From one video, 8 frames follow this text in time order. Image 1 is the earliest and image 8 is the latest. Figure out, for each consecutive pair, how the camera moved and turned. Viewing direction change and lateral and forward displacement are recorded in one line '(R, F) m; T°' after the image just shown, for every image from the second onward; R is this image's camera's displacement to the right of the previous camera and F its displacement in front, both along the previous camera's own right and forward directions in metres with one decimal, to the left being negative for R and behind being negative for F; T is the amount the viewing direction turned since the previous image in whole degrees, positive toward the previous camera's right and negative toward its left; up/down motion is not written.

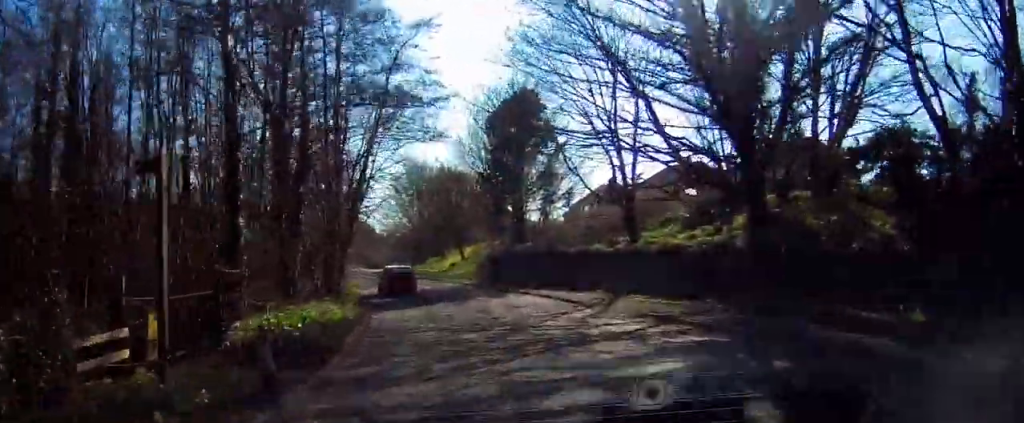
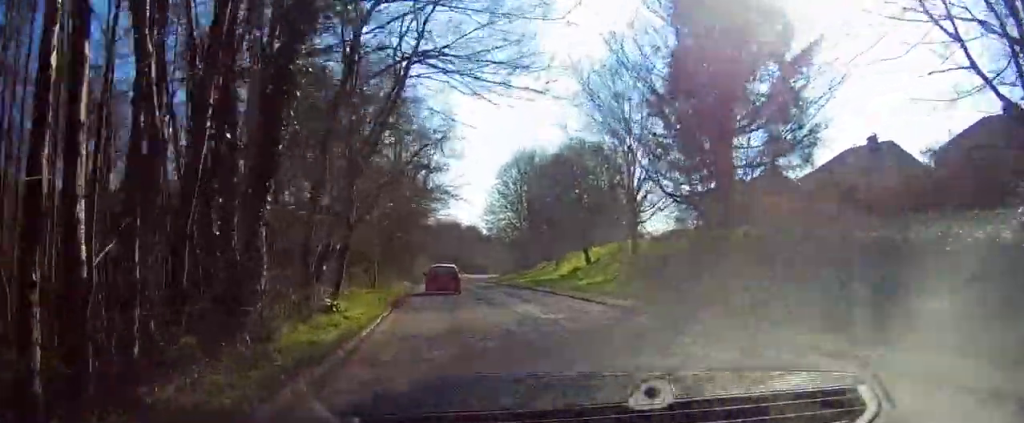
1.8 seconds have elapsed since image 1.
(-2.1, +20.3) m; -16°
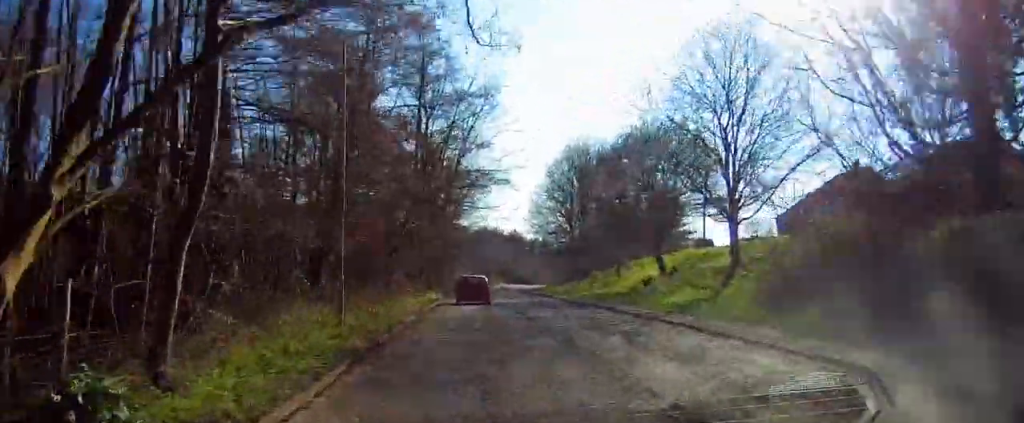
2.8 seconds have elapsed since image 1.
(-1.6, +10.8) m; -1°
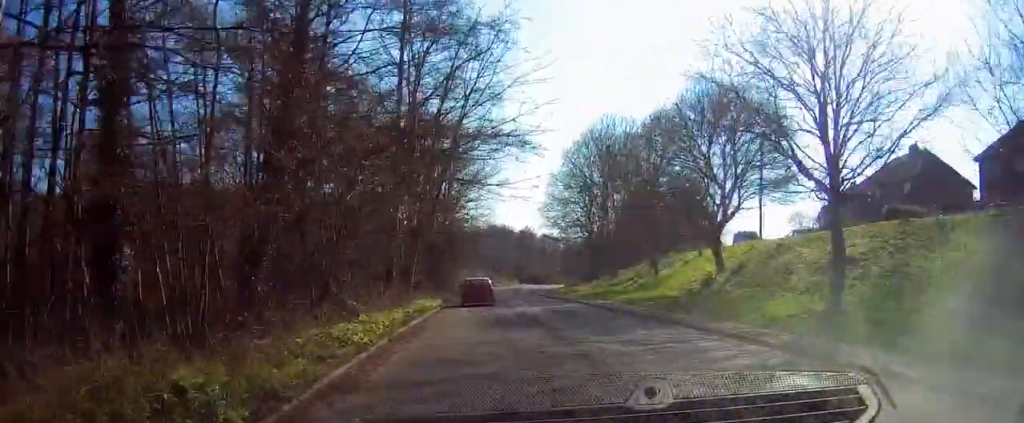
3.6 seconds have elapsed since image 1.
(+0.8, +9.5) m; +5°
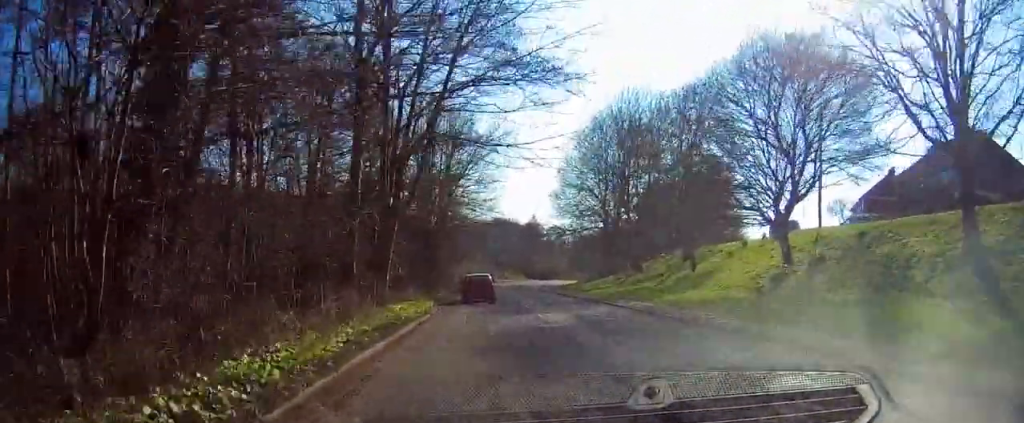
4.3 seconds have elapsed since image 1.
(+1.1, +8.1) m; +2°
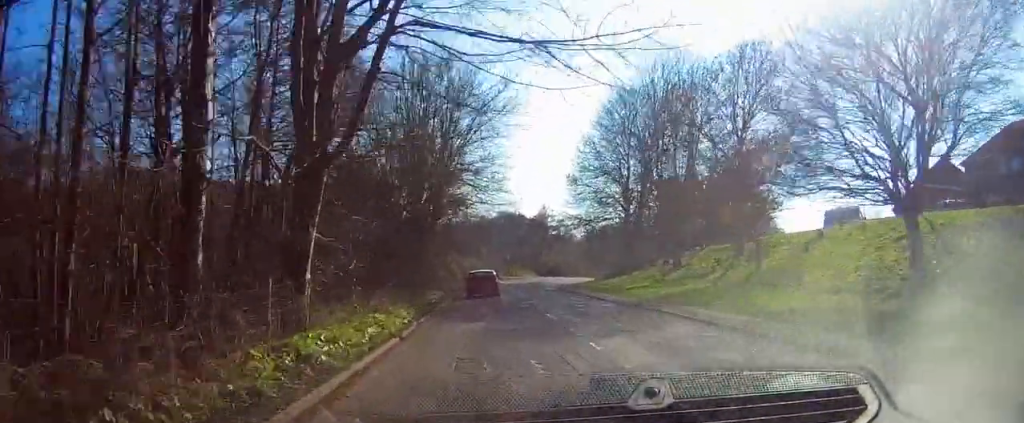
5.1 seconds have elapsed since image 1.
(-1.3, +9.7) m; -8°
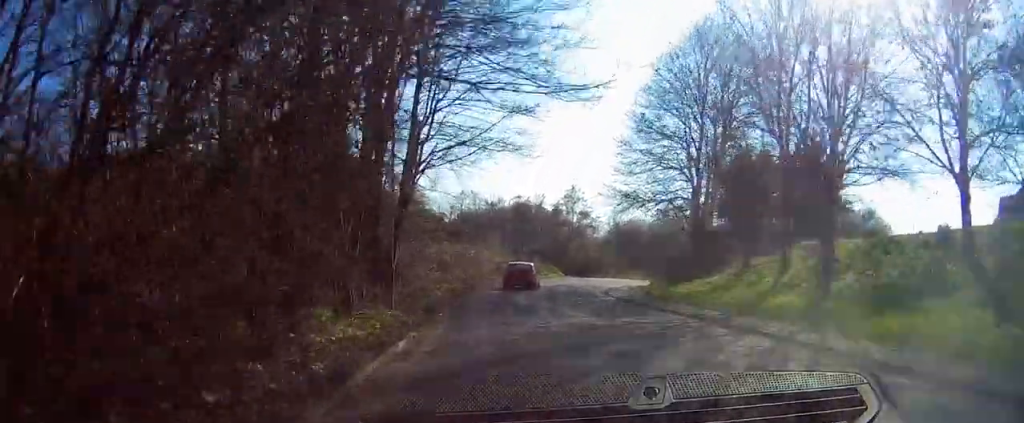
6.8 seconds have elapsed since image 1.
(-0.1, +20.6) m; -1°
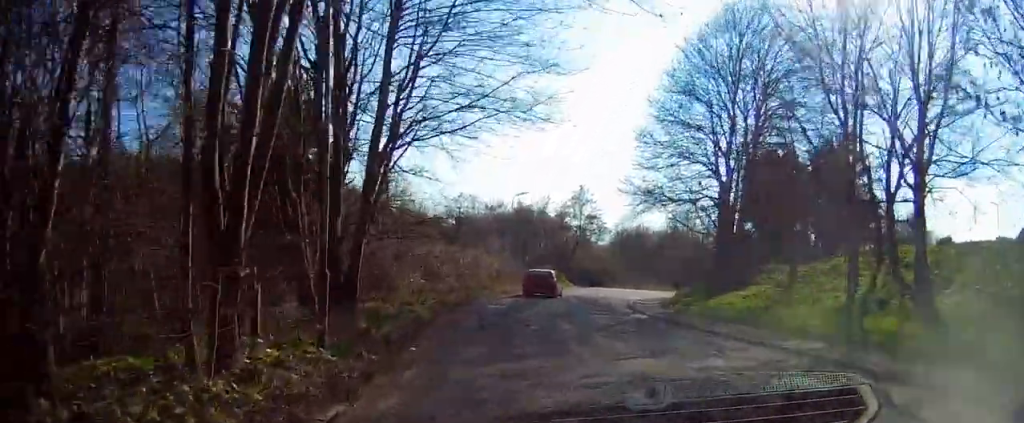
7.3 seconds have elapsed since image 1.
(0.0, +6.8) m; 0°
